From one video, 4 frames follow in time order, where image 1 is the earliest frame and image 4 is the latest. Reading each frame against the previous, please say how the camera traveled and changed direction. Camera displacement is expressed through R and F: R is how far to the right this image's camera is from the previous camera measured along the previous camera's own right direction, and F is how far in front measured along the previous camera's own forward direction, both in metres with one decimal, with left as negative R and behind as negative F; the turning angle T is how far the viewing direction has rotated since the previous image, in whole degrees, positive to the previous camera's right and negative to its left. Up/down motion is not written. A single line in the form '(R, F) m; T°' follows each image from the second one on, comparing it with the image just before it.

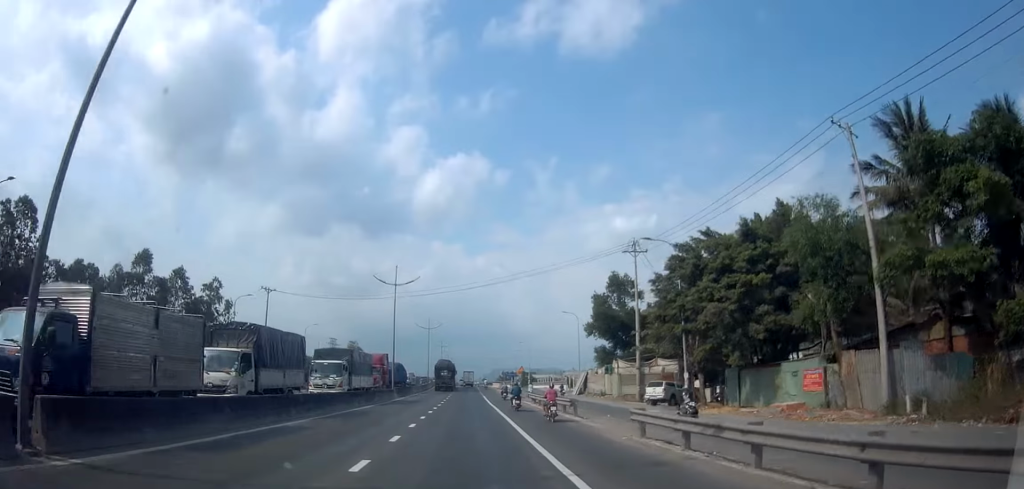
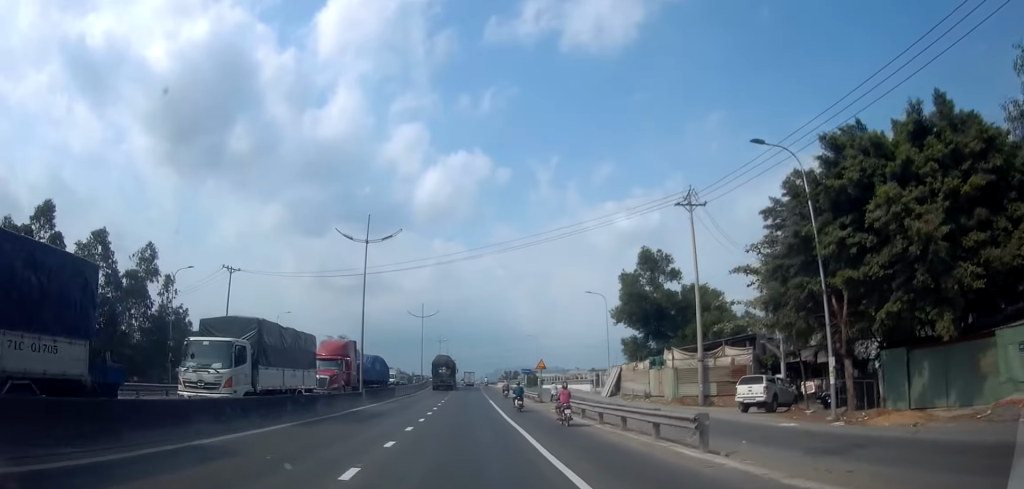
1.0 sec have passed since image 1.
(+0.8, +13.3) m; 0°
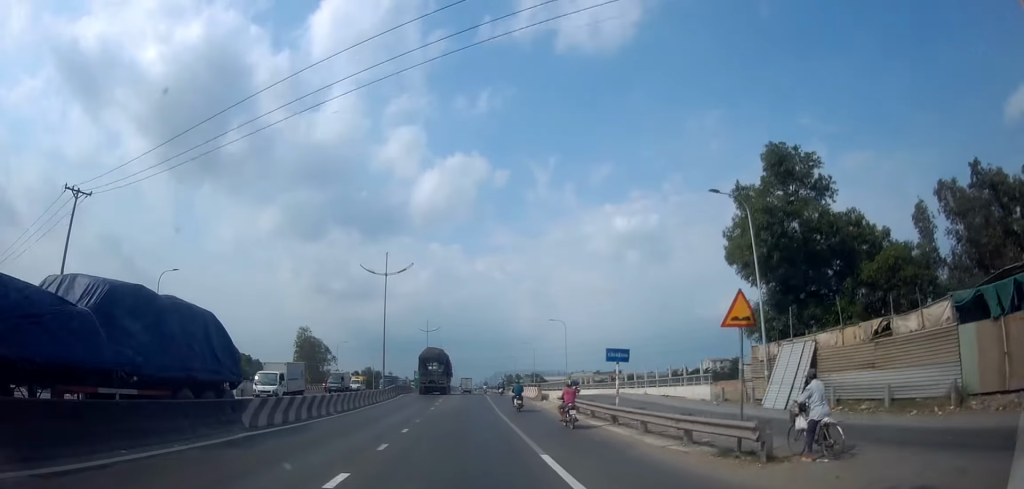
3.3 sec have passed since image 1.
(-0.1, +28.6) m; -1°
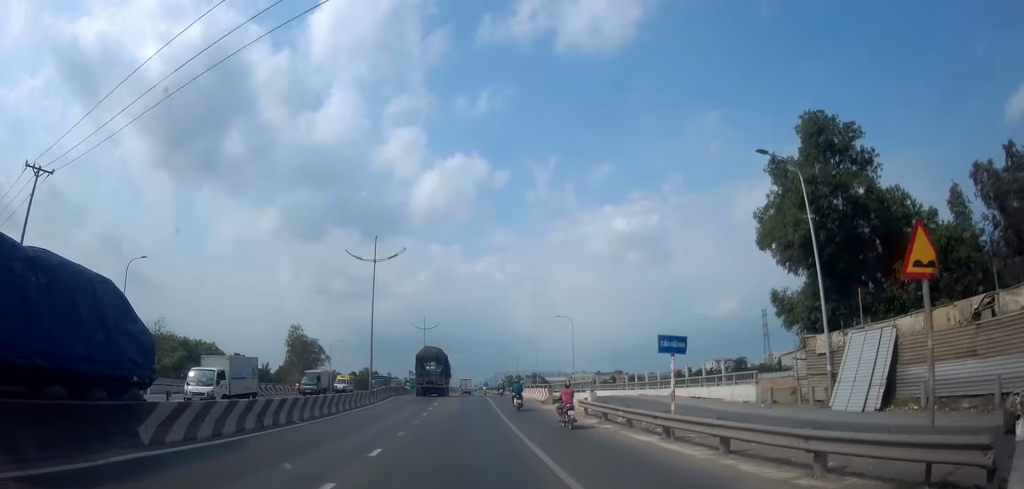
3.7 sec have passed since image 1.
(-0.2, +5.0) m; -2°
